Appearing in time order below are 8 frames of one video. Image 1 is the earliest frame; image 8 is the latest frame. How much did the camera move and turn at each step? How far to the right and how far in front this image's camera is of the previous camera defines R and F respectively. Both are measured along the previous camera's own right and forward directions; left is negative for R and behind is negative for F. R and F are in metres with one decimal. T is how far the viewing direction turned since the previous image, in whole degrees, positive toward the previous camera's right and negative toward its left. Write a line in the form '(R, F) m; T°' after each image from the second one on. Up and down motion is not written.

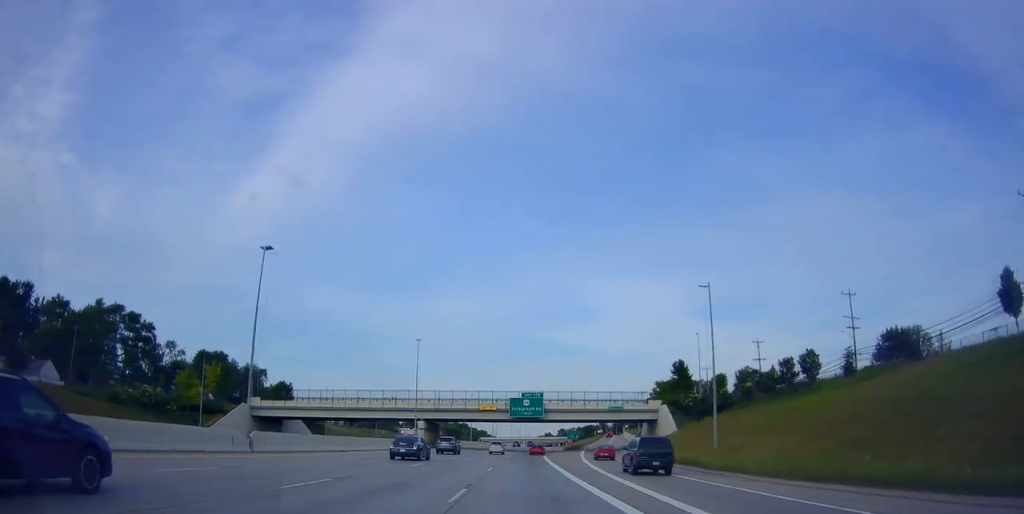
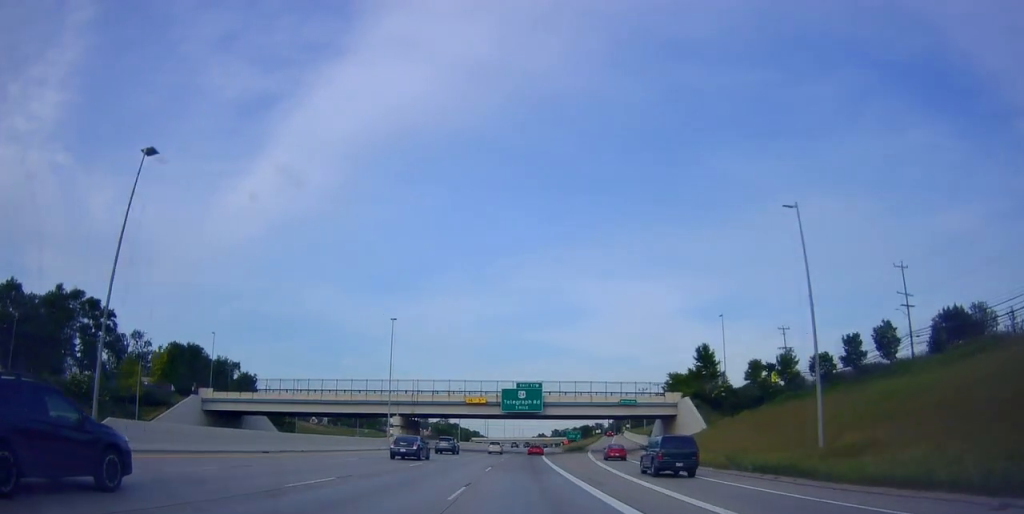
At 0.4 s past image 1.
(+0.5, +14.9) m; +1°
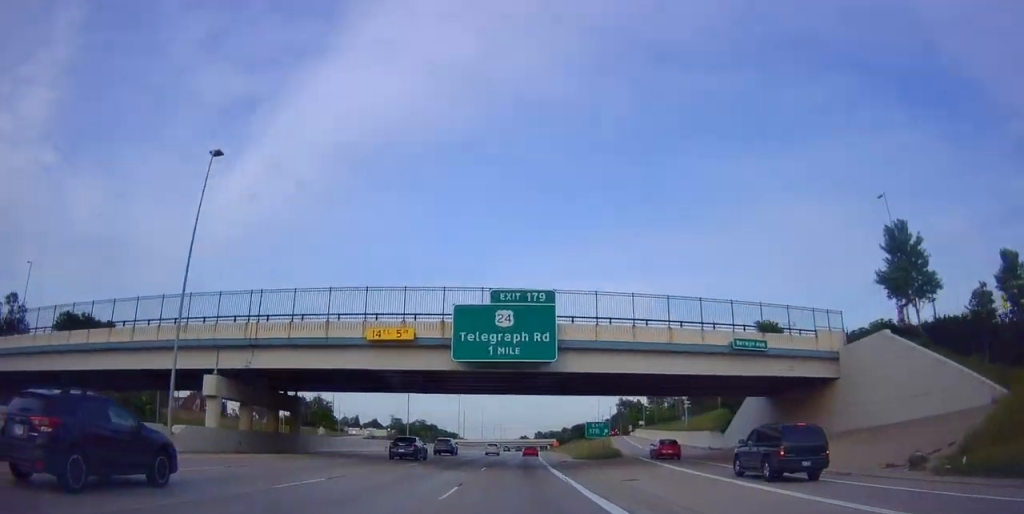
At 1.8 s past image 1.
(+0.7, +45.8) m; +1°
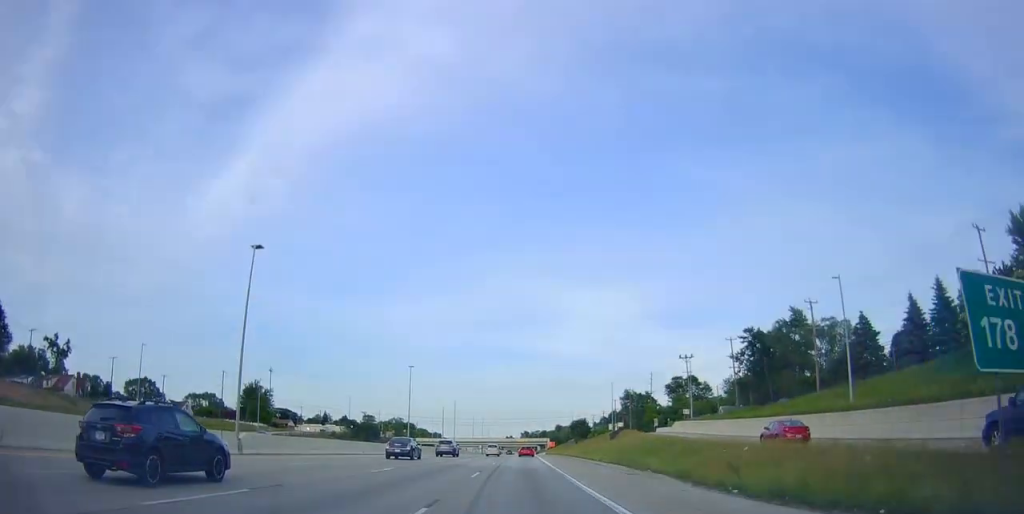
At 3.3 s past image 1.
(+0.8, +51.7) m; +2°
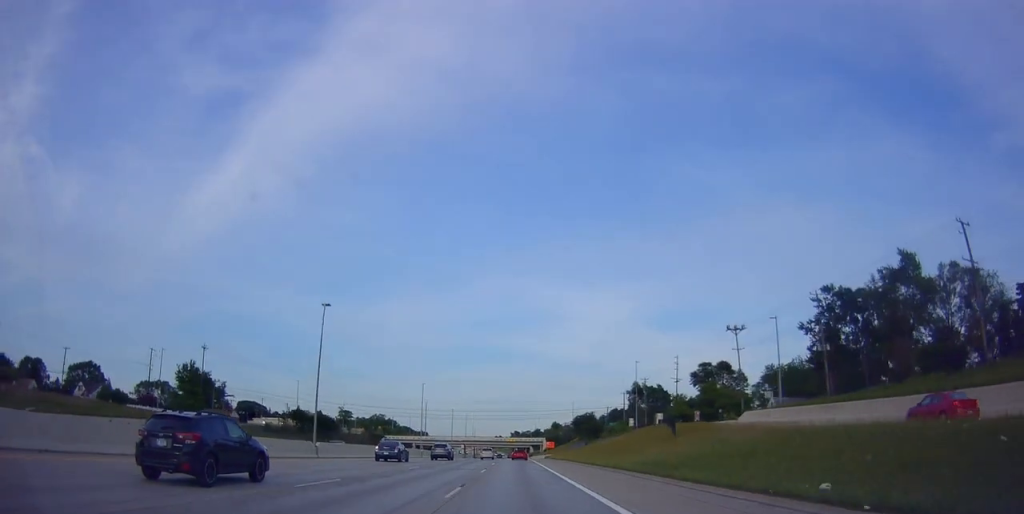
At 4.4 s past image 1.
(+0.5, +39.0) m; +1°
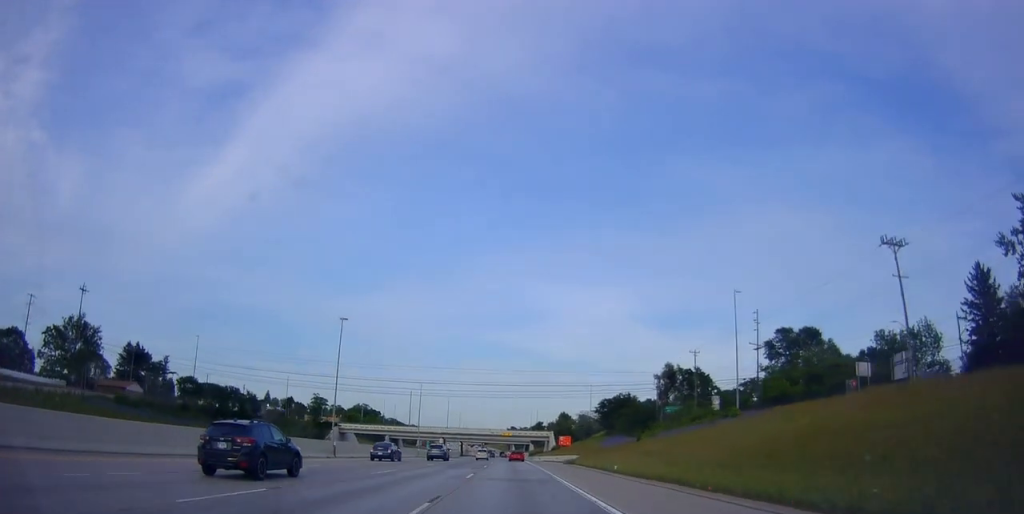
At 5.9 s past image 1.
(+0.9, +51.2) m; +1°
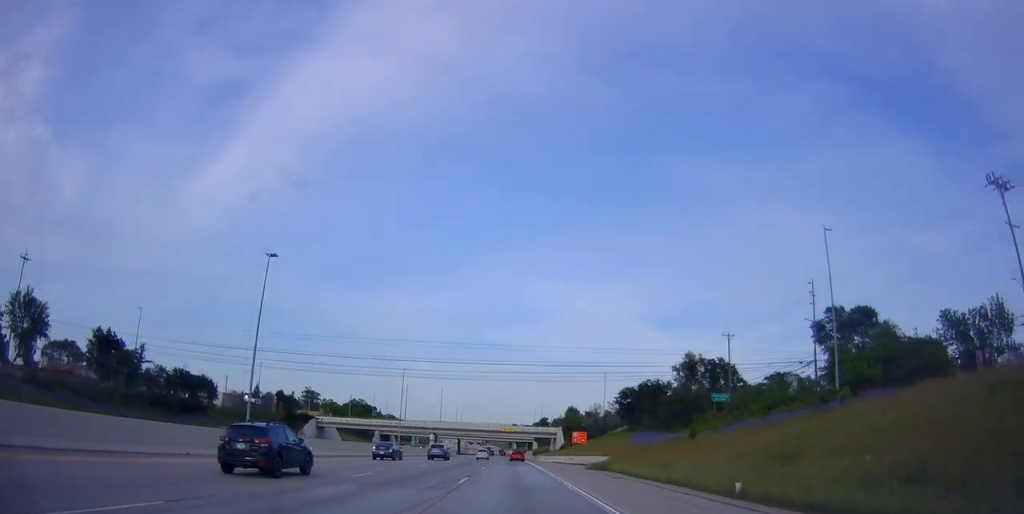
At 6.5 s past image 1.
(-0.3, +19.2) m; 0°
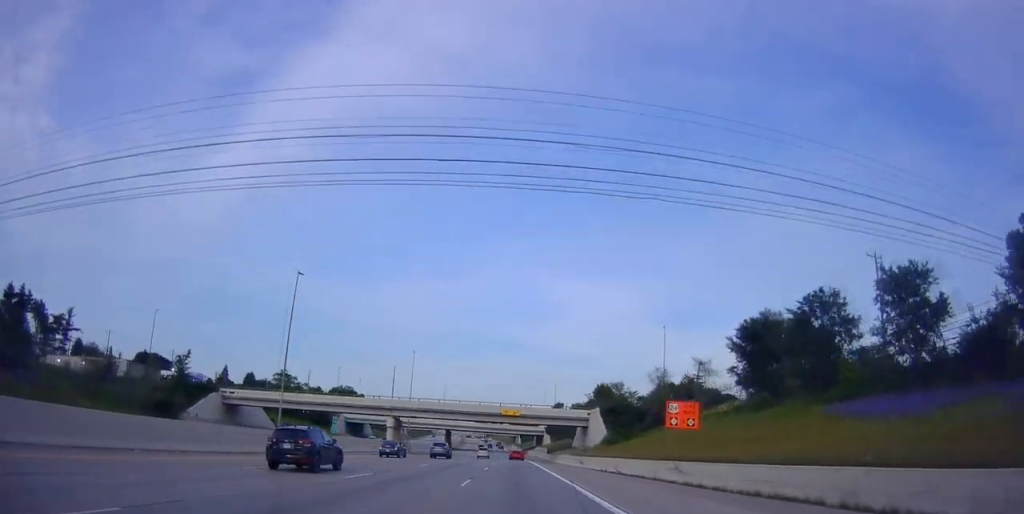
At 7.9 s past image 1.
(-0.3, +47.2) m; +1°
